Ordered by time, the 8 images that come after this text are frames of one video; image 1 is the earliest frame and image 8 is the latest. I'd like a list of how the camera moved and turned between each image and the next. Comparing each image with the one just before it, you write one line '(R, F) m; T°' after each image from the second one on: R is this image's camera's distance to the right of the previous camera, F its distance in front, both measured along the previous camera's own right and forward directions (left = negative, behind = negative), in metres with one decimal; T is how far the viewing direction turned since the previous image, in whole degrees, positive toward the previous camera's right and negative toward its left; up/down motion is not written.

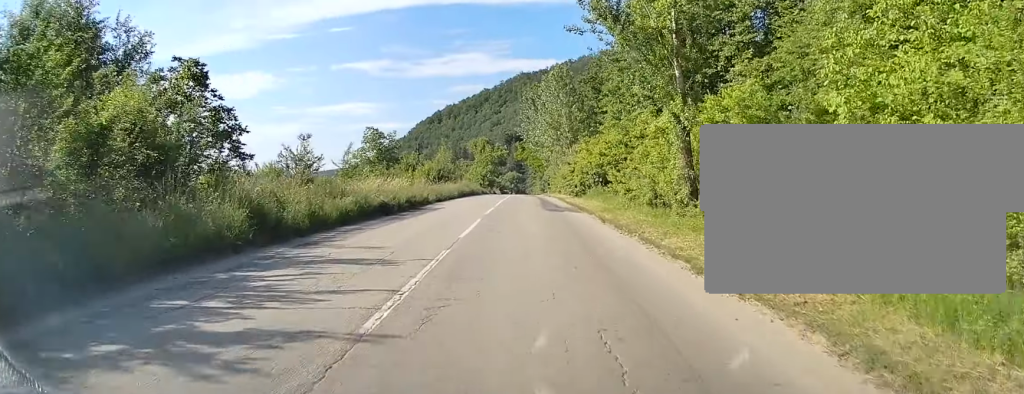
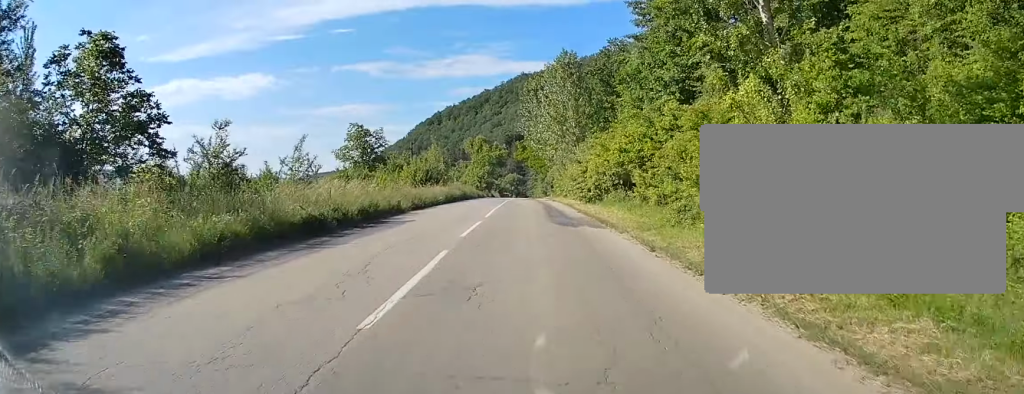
(+0.1, +8.6) m; 0°
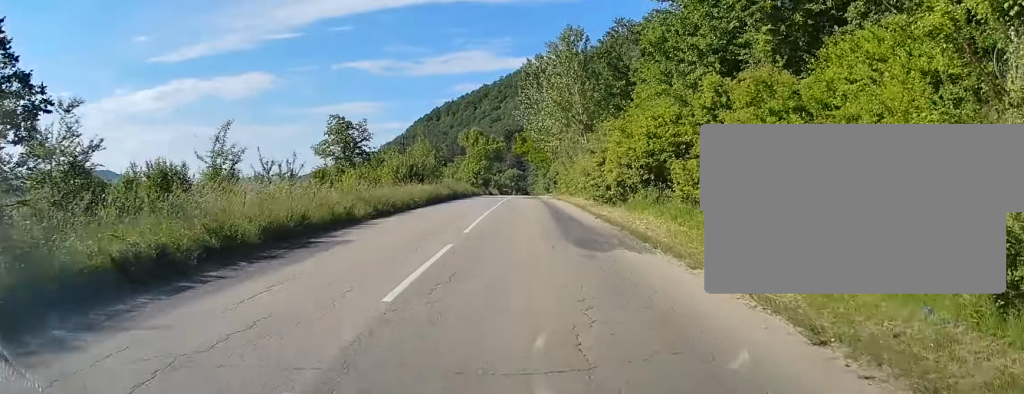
(0.0, +8.0) m; 0°
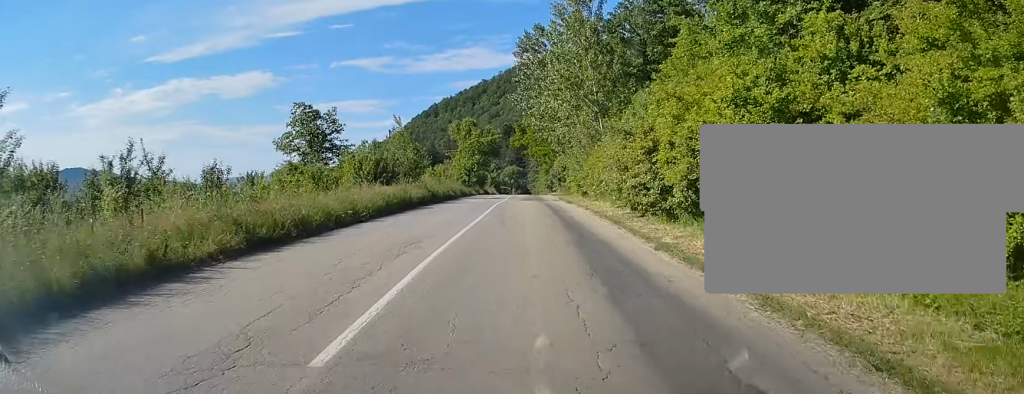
(0.0, +11.1) m; 0°
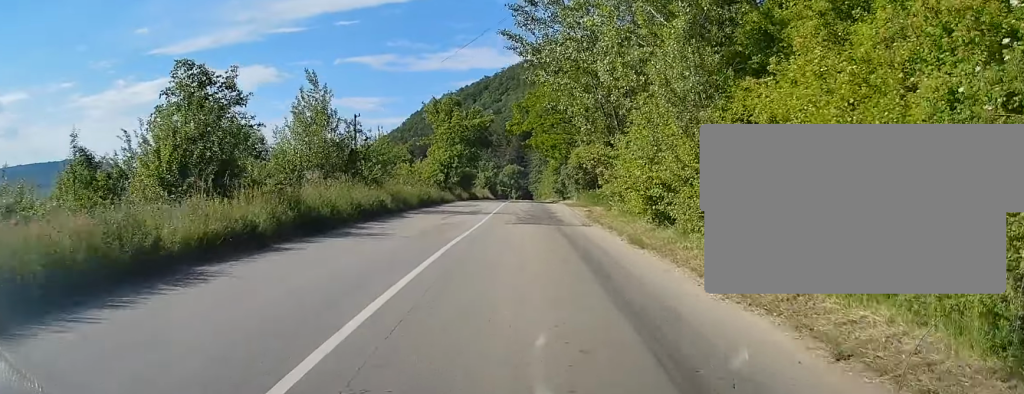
(-0.2, +22.2) m; 0°
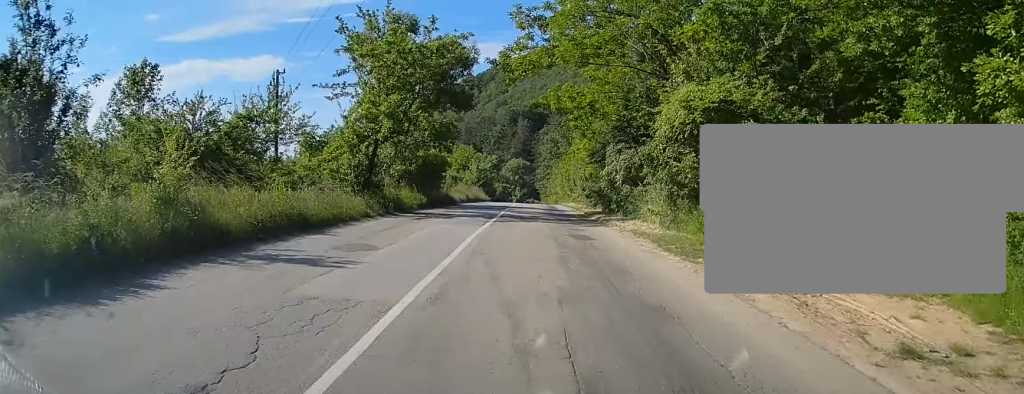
(+0.1, +27.7) m; 0°
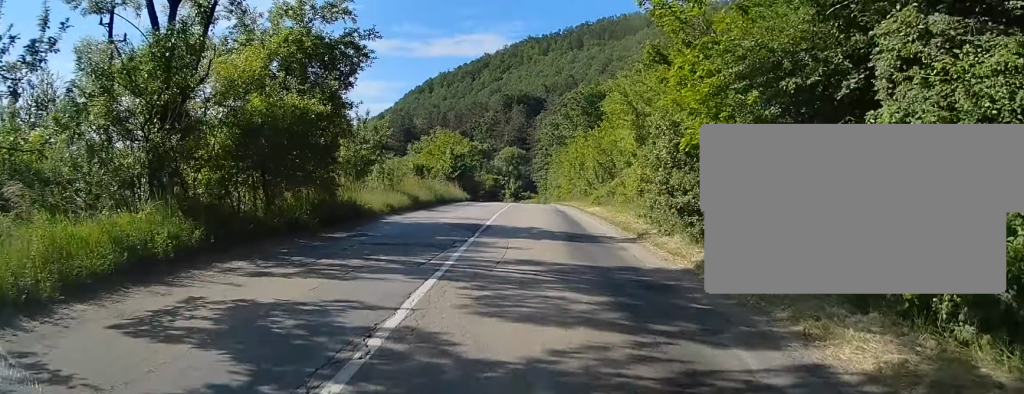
(-0.1, +22.1) m; 0°
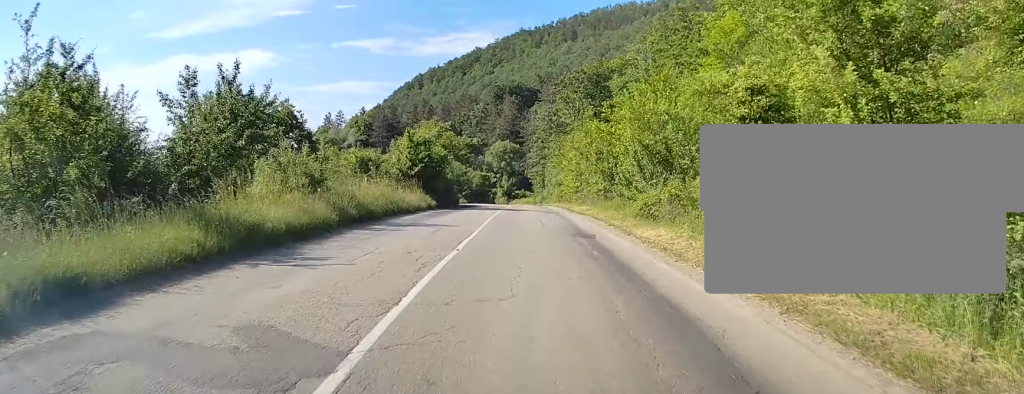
(+0.1, +17.3) m; 0°
